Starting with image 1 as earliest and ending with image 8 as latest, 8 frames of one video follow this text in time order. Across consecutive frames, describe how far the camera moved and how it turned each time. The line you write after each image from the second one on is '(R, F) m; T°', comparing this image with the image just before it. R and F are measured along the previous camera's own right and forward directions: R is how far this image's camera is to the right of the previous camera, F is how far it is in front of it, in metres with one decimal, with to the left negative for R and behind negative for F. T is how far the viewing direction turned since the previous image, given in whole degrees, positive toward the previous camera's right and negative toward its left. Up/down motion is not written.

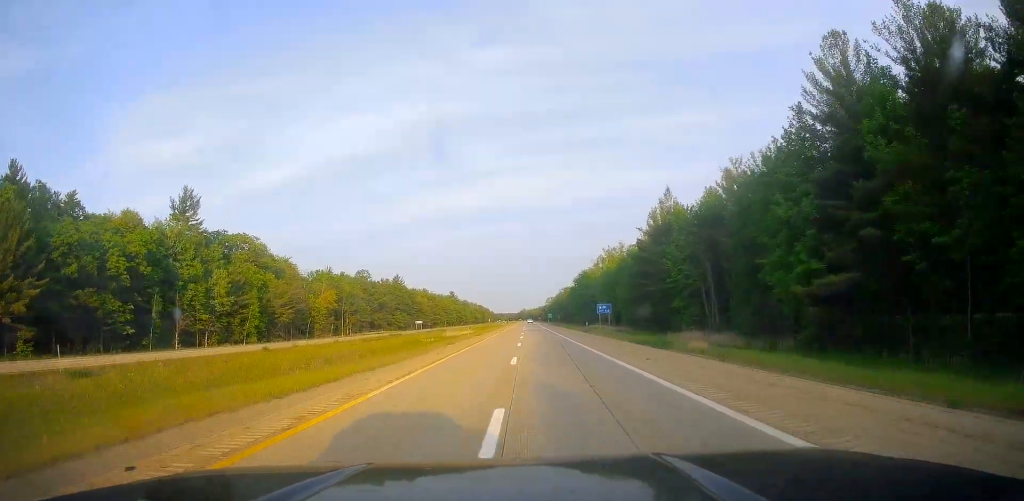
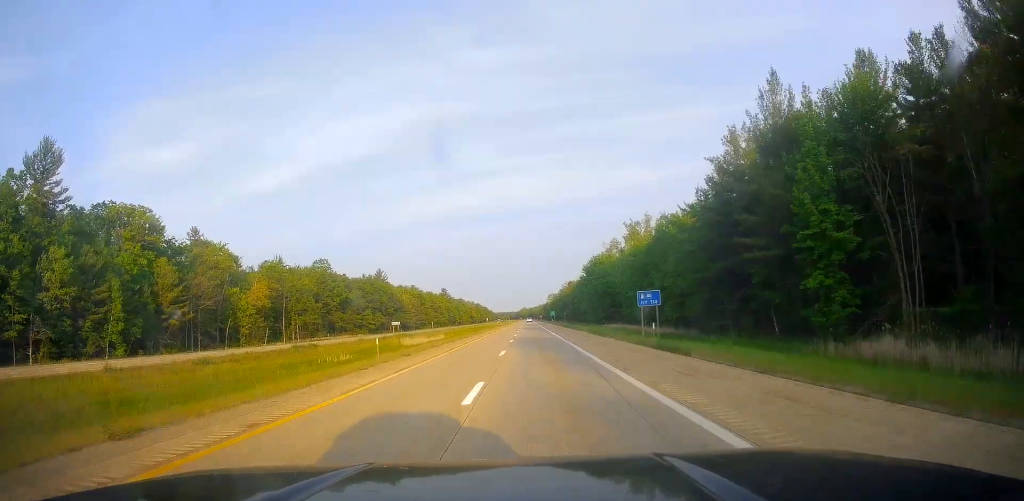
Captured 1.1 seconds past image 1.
(0.0, +40.8) m; 0°
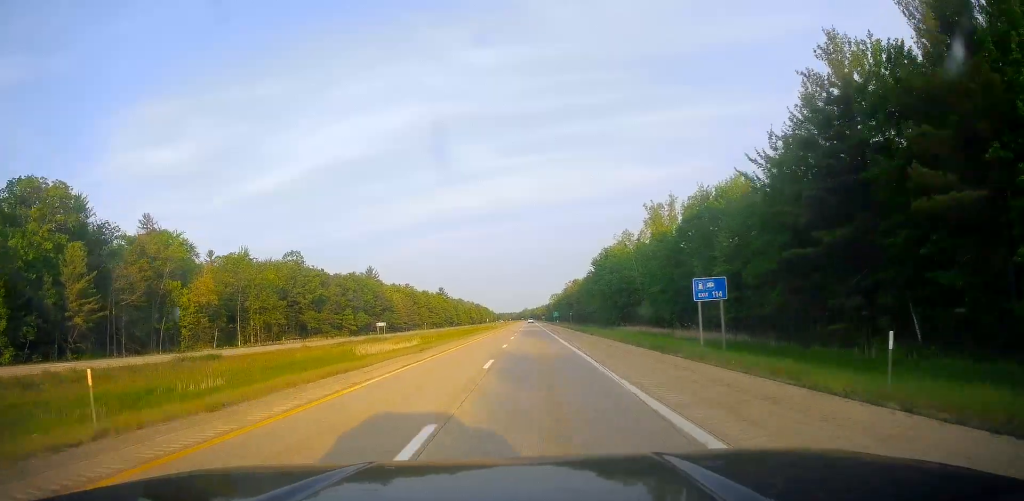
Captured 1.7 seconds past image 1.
(-0.1, +21.6) m; 0°
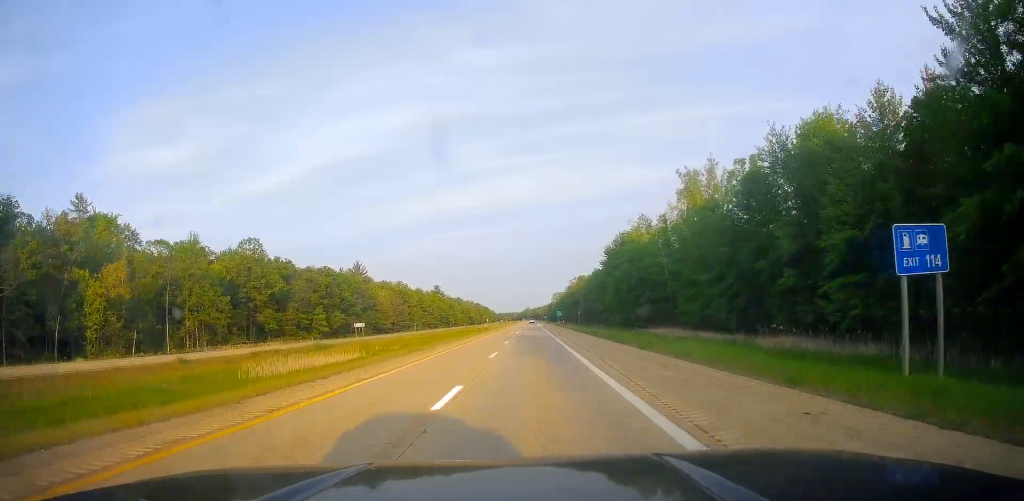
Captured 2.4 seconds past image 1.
(+0.1, +24.0) m; 0°
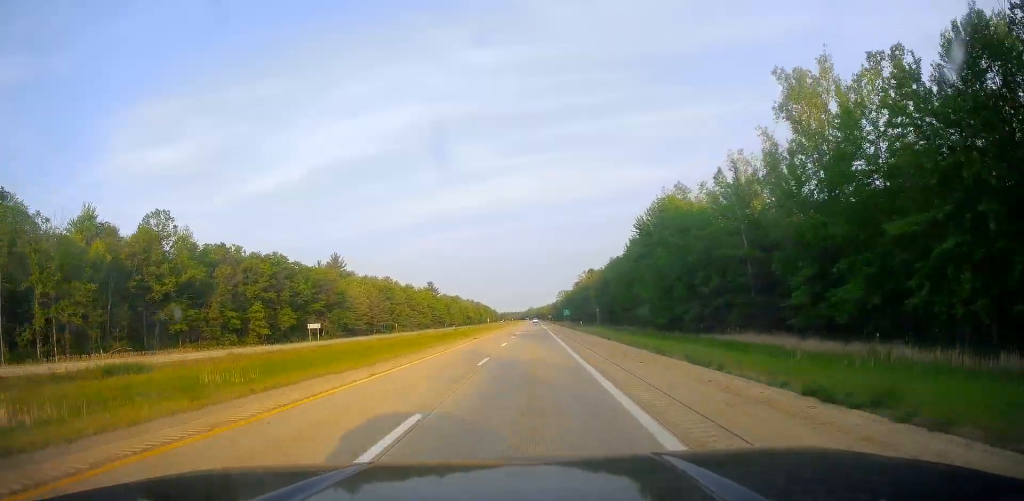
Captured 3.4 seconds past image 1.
(0.0, +34.7) m; -1°
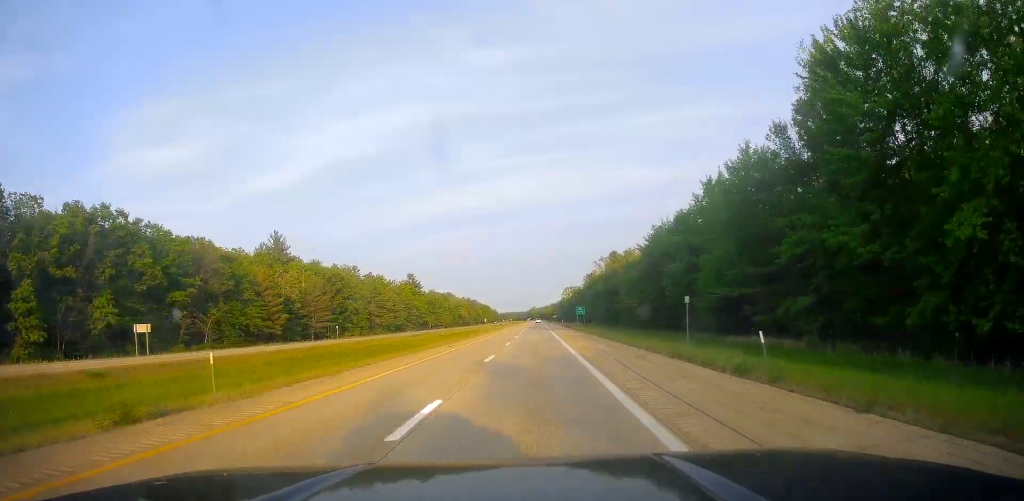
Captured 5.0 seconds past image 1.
(-0.5, +58.7) m; 0°
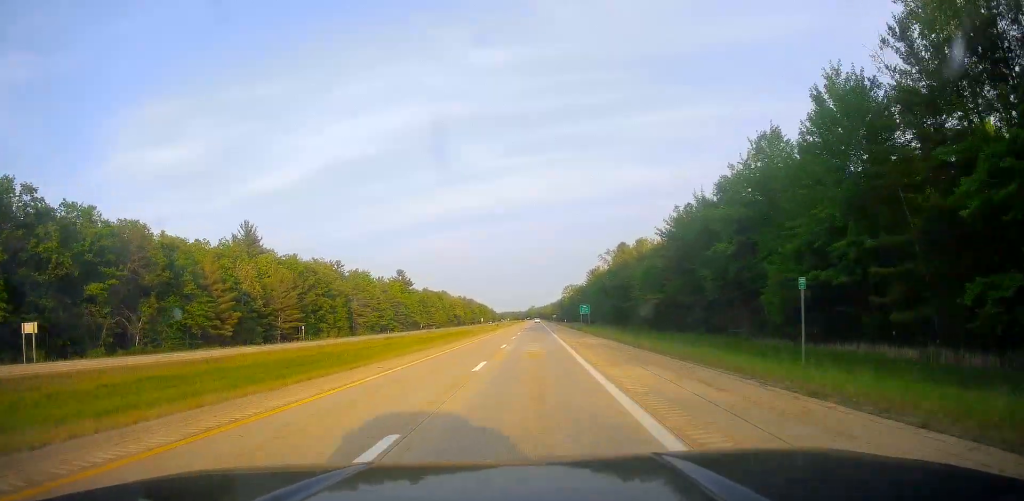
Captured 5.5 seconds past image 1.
(+0.4, +19.1) m; 0°
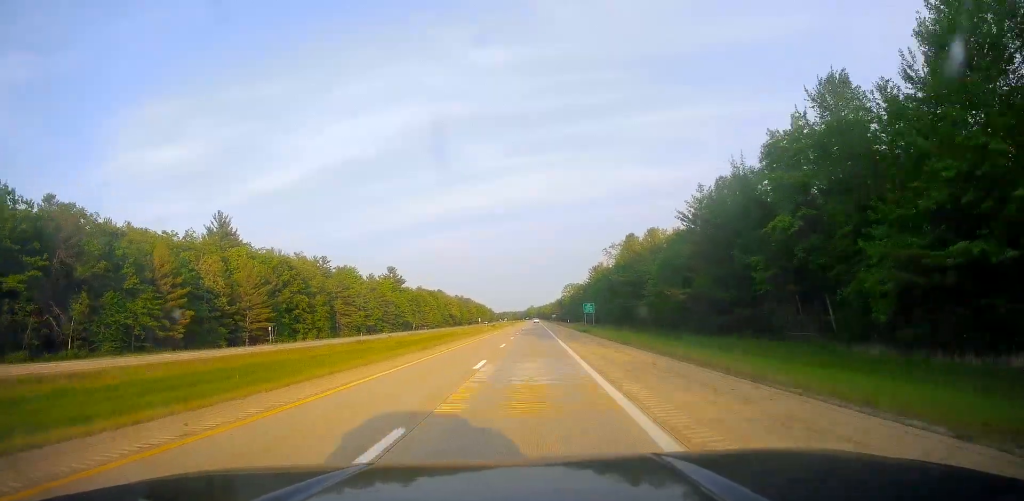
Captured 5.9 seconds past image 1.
(-0.2, +14.4) m; 0°
